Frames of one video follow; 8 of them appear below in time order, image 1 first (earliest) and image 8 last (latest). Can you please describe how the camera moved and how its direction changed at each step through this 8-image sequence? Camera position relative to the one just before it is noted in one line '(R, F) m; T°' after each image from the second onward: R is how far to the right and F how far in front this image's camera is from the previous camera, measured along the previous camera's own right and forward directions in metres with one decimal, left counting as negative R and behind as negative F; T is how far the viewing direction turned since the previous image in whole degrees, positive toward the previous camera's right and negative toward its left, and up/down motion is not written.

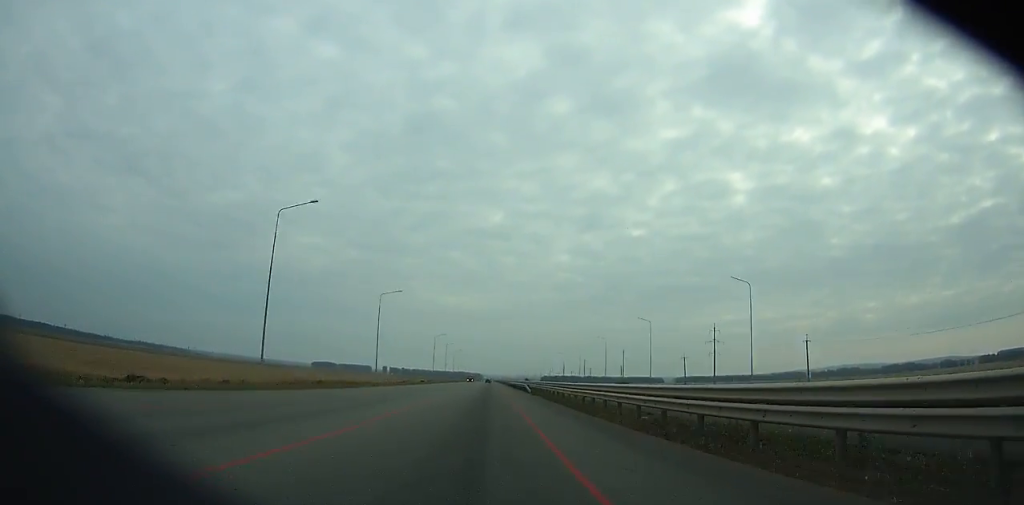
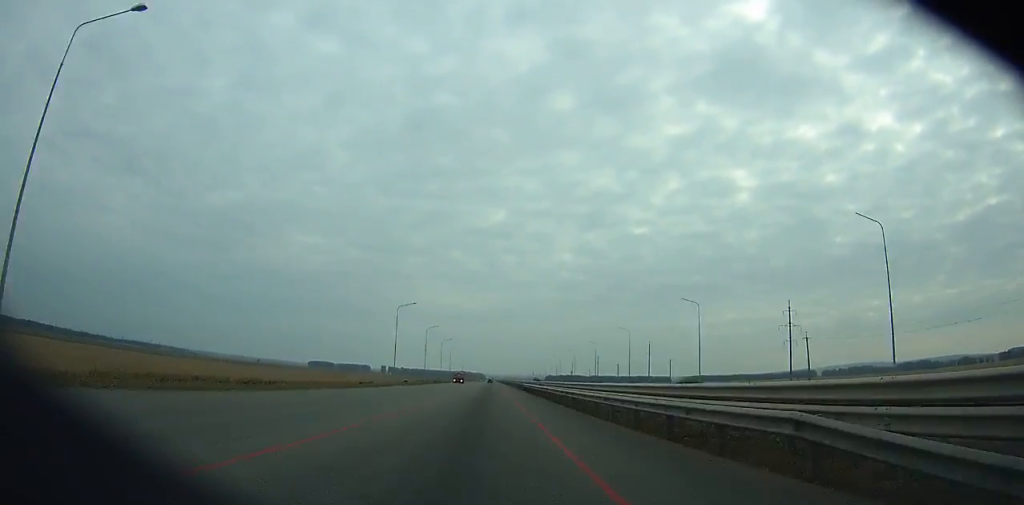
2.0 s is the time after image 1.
(+0.1, +55.1) m; 0°
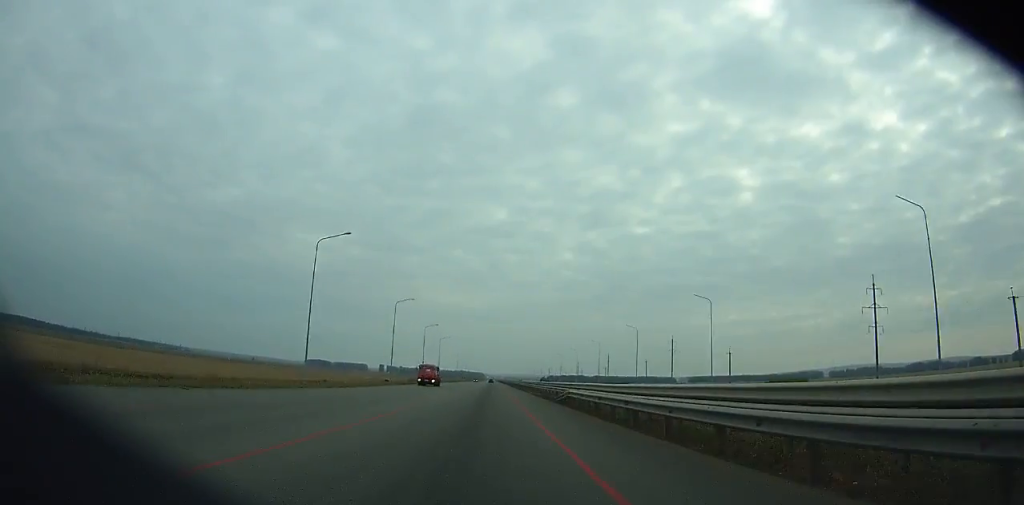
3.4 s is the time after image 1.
(-0.1, +38.3) m; 0°
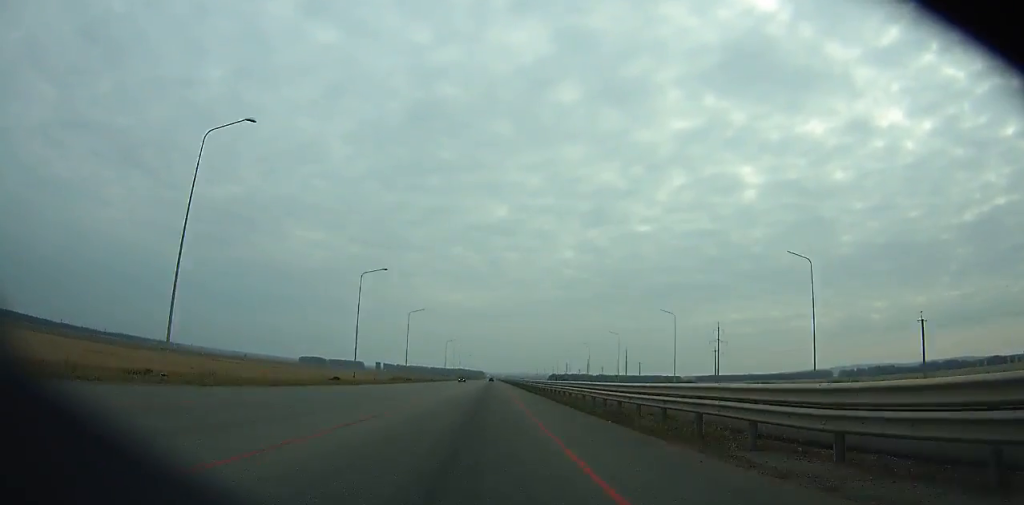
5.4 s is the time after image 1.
(-0.1, +54.5) m; 0°
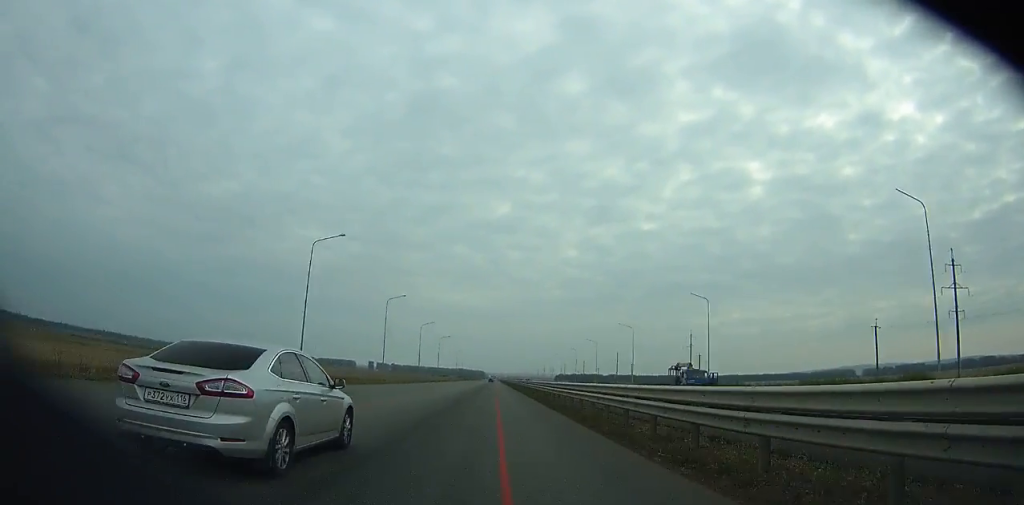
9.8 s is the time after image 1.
(+0.5, +119.0) m; 0°
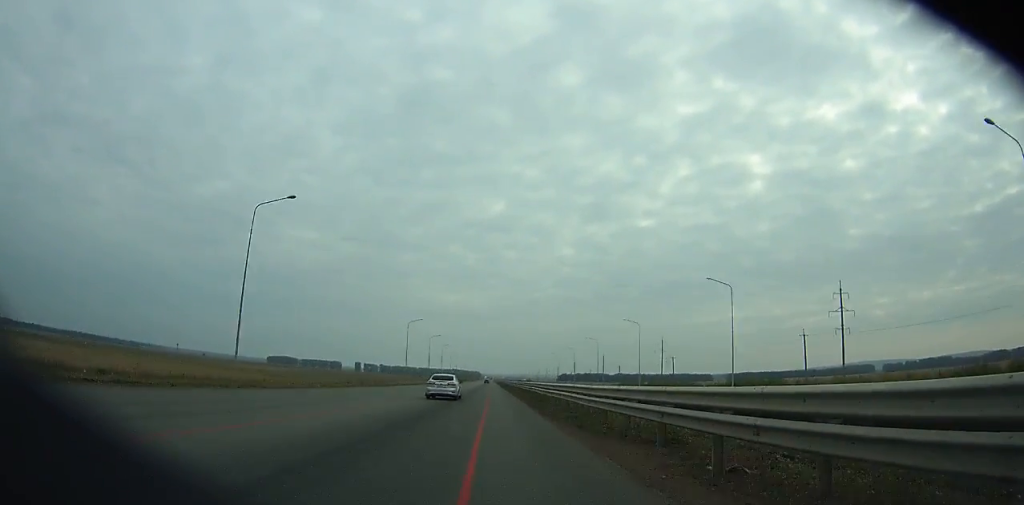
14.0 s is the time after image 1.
(-0.2, +113.8) m; 0°
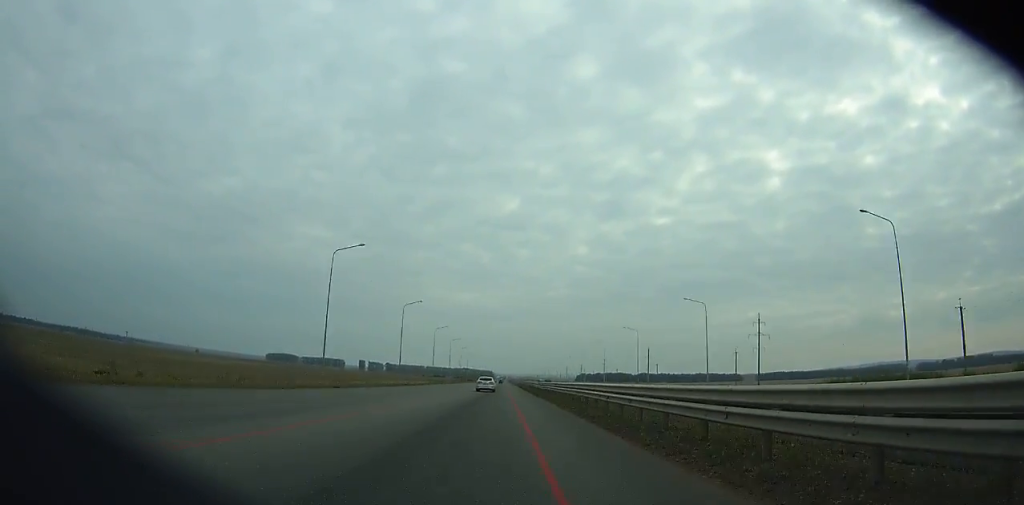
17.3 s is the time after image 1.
(-0.4, +91.2) m; 0°
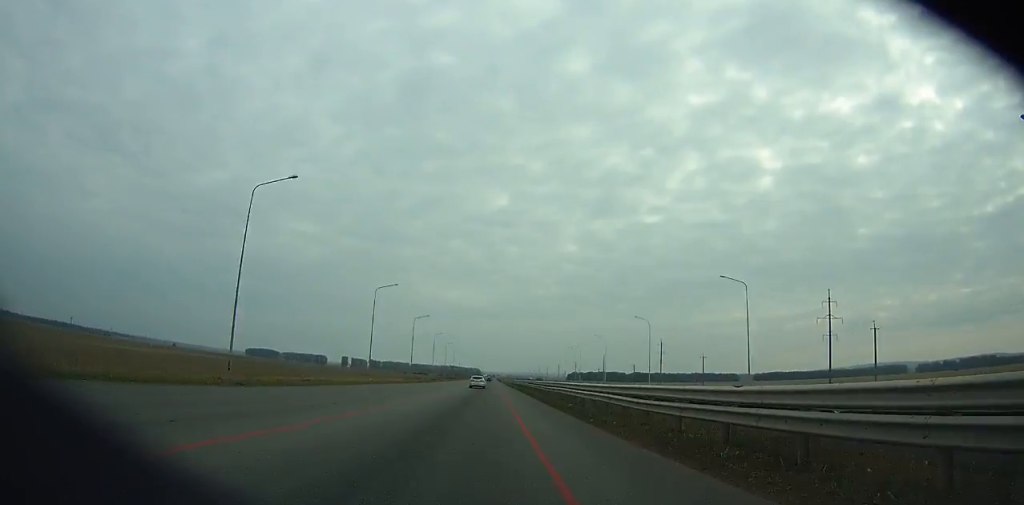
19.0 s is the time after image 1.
(-0.5, +47.7) m; 0°
